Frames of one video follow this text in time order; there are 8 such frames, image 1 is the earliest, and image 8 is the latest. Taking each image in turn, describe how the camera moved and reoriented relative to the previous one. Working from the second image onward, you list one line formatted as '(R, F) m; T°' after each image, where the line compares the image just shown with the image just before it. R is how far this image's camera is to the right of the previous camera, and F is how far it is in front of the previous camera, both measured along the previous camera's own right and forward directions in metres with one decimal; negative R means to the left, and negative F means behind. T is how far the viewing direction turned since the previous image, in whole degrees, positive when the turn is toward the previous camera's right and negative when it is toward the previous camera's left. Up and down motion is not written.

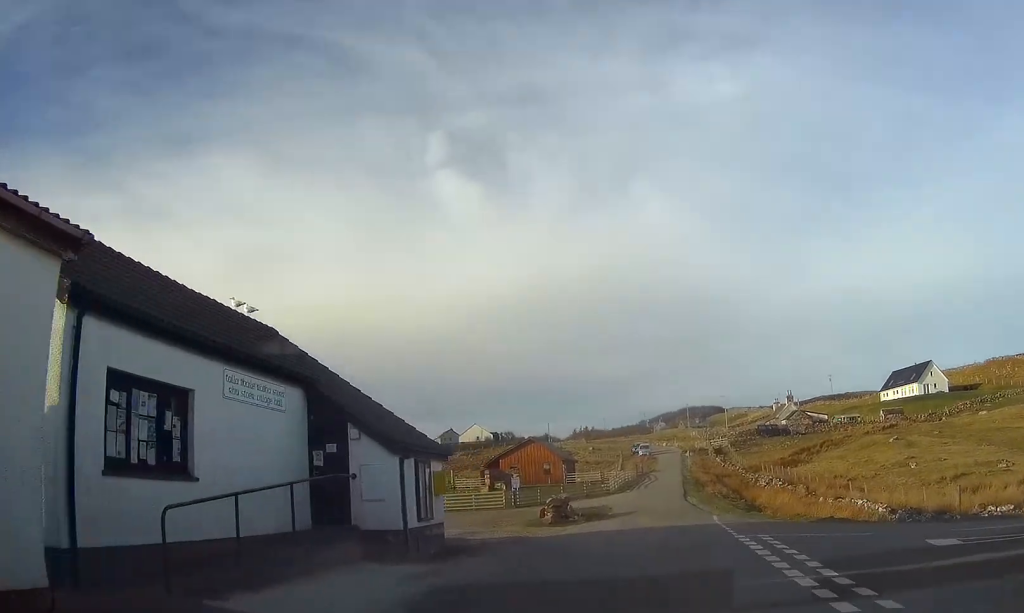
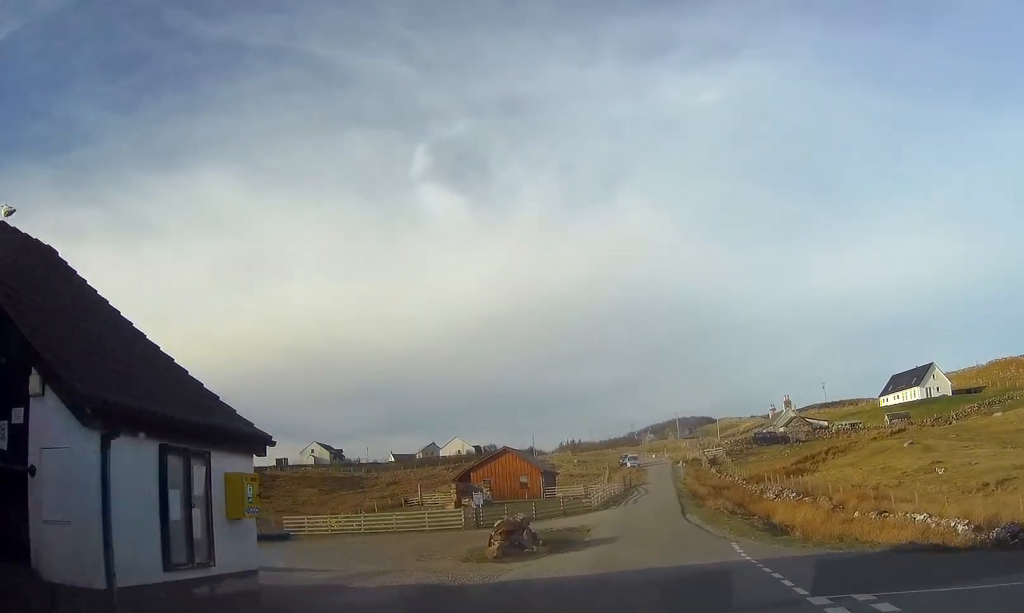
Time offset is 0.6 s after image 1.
(+0.1, +8.7) m; +1°
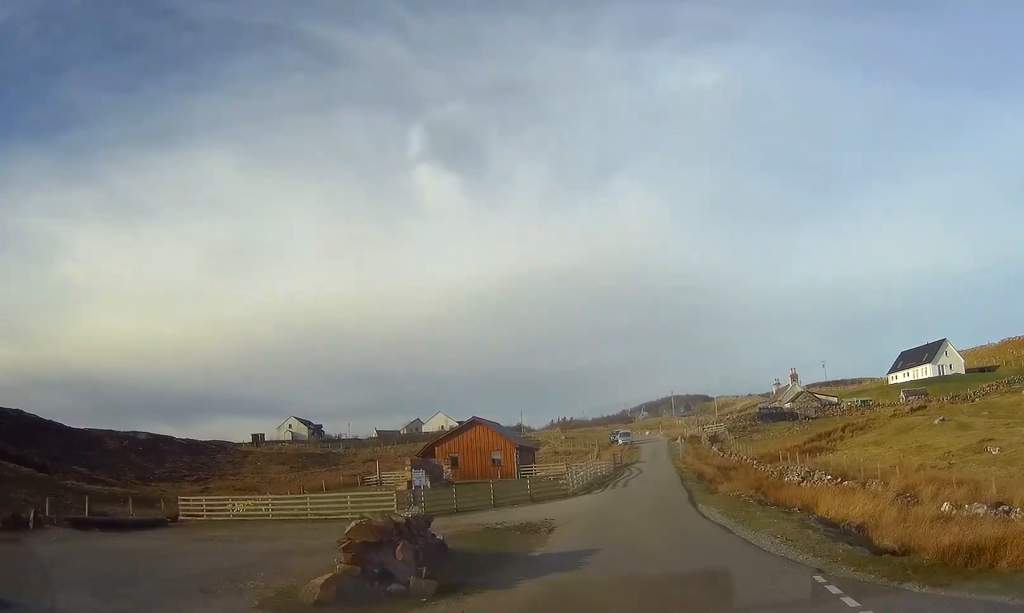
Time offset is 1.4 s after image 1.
(+0.1, +10.6) m; +1°
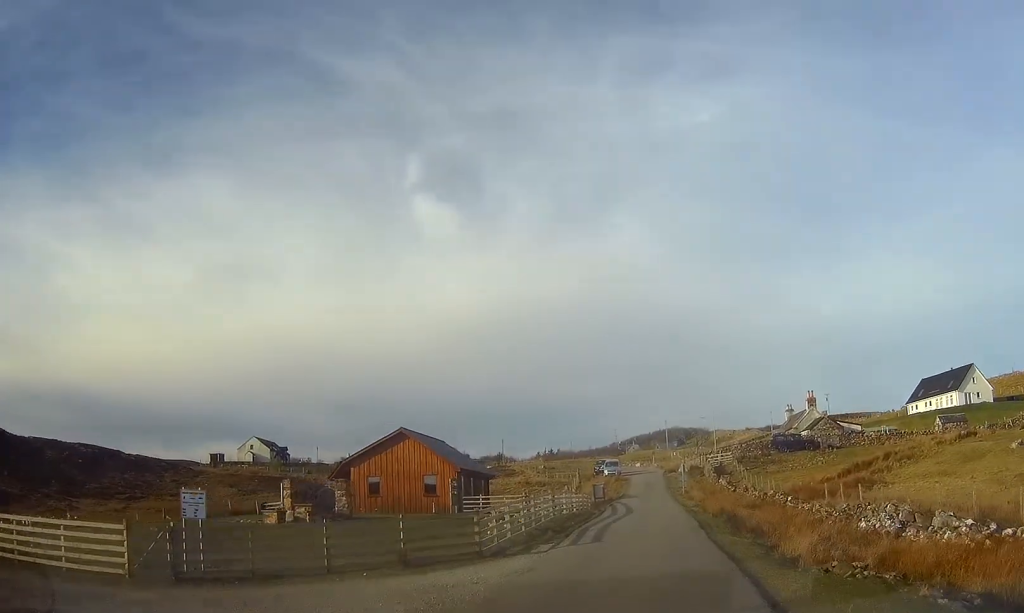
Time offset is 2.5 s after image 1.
(+0.2, +16.9) m; +1°
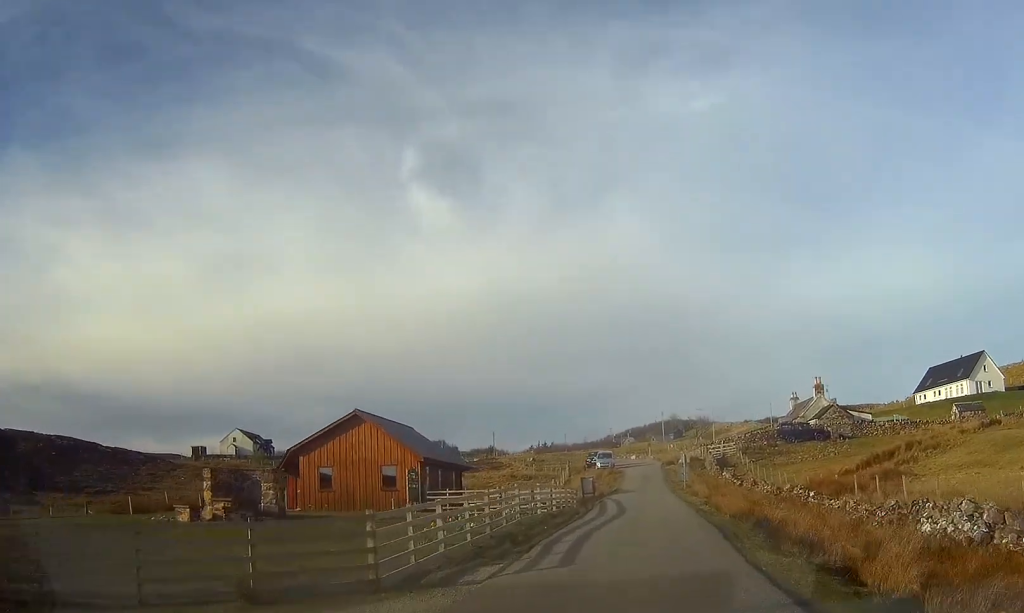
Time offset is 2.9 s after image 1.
(0.0, +6.5) m; 0°
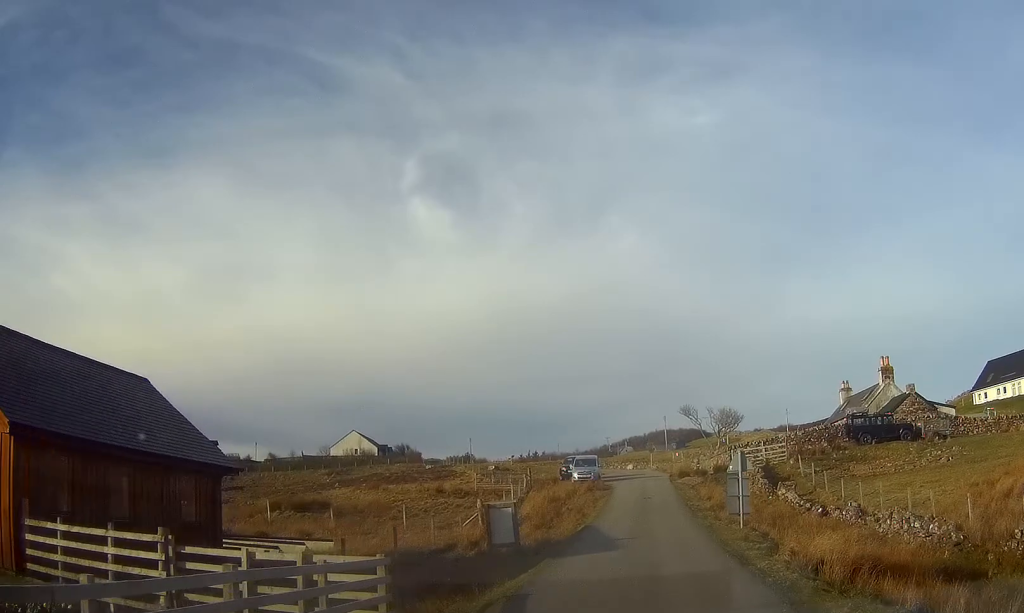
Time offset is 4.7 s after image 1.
(-0.1, +26.3) m; 0°
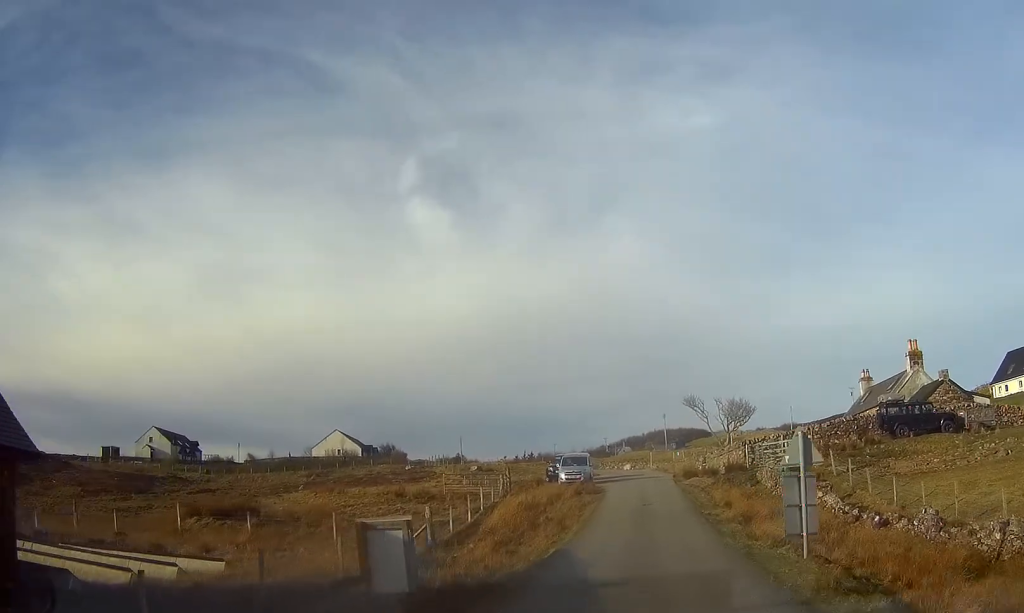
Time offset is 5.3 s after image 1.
(0.0, +7.7) m; 0°
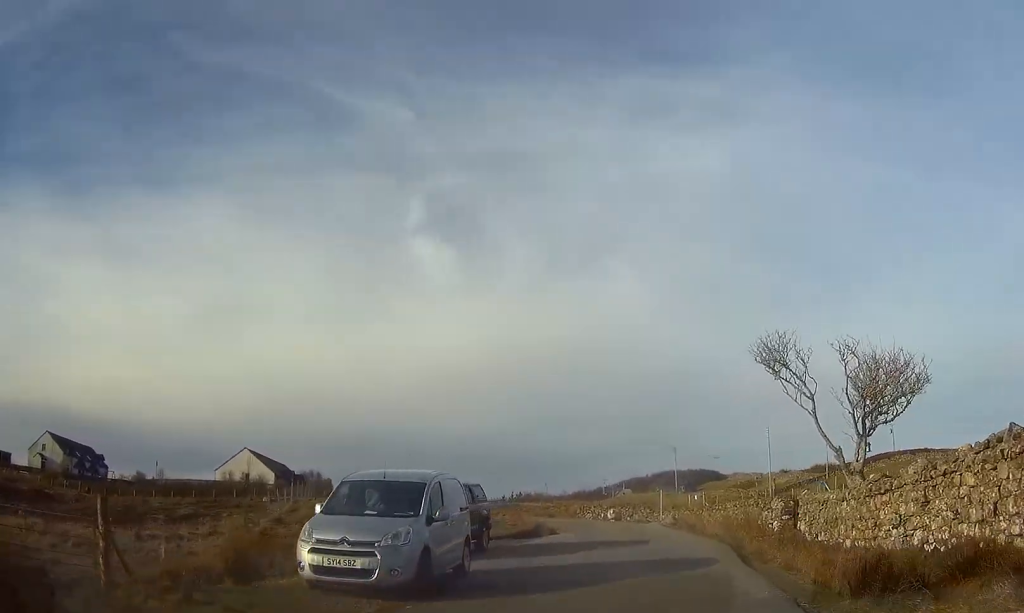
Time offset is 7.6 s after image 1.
(-0.2, +33.5) m; -2°
